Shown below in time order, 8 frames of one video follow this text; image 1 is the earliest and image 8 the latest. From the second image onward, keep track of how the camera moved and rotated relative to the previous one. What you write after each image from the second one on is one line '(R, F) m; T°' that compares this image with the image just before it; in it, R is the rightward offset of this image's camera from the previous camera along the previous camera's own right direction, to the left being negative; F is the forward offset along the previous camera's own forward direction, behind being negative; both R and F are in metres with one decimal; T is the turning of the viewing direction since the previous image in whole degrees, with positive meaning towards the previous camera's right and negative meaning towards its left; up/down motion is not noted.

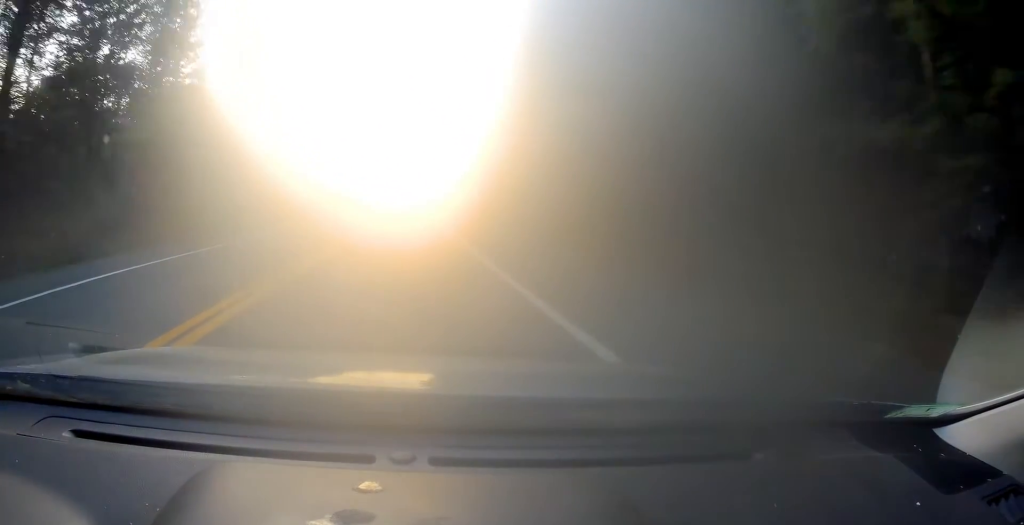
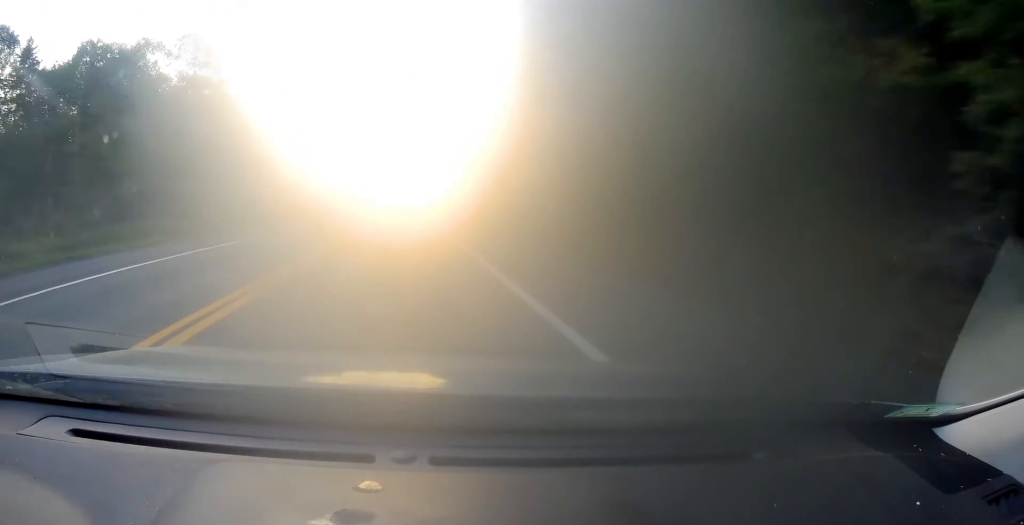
(-0.5, +35.6) m; +1°
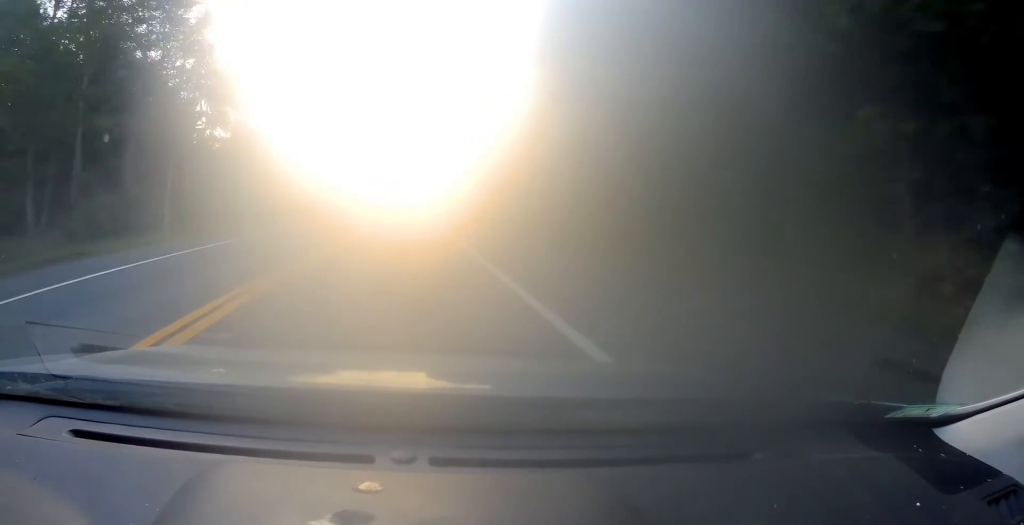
(+1.0, +26.7) m; +1°
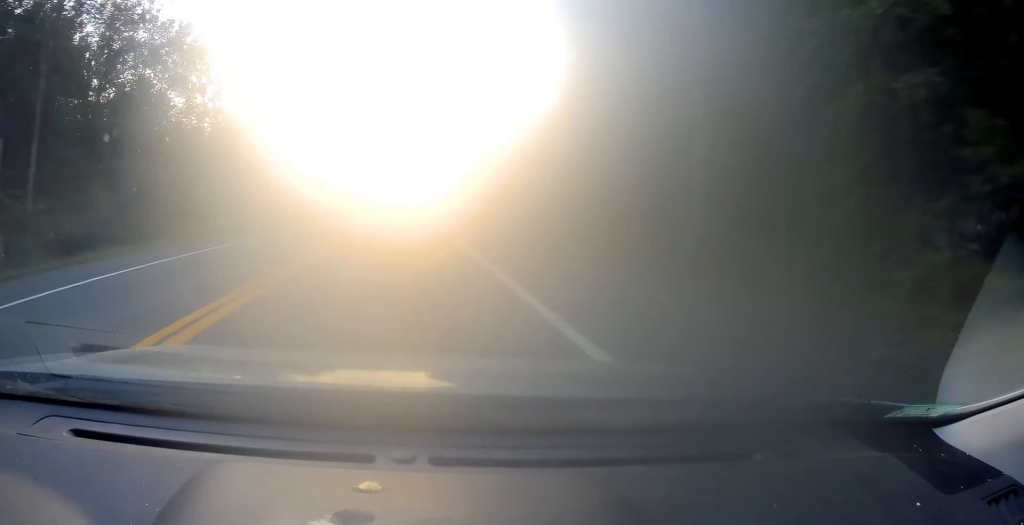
(-0.3, +16.5) m; -1°
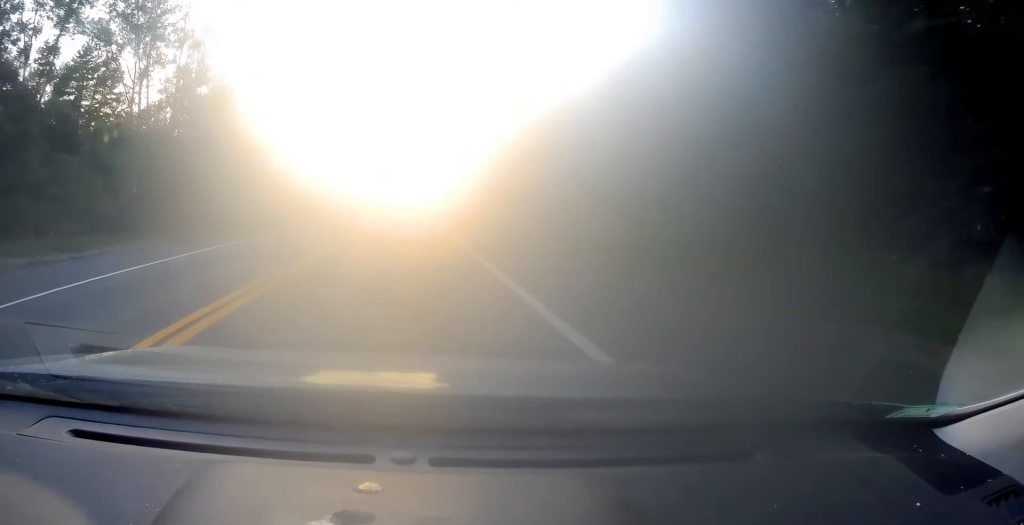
(-0.2, +21.1) m; 0°
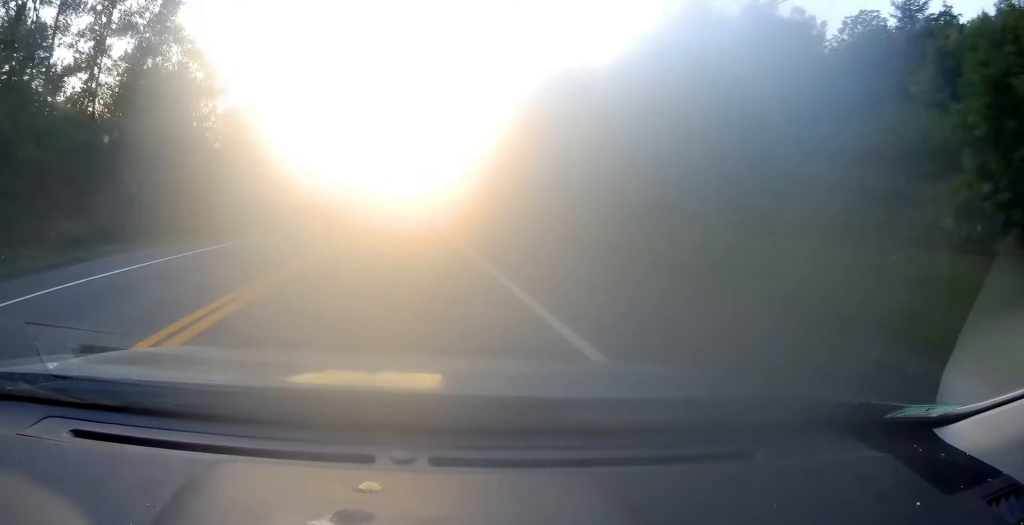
(-0.1, +19.3) m; +1°
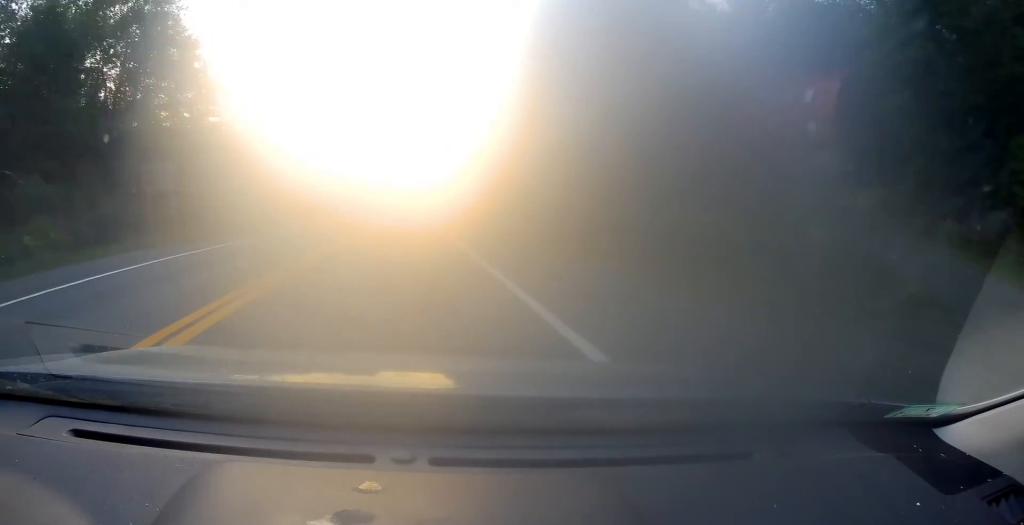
(+0.3, +33.1) m; 0°
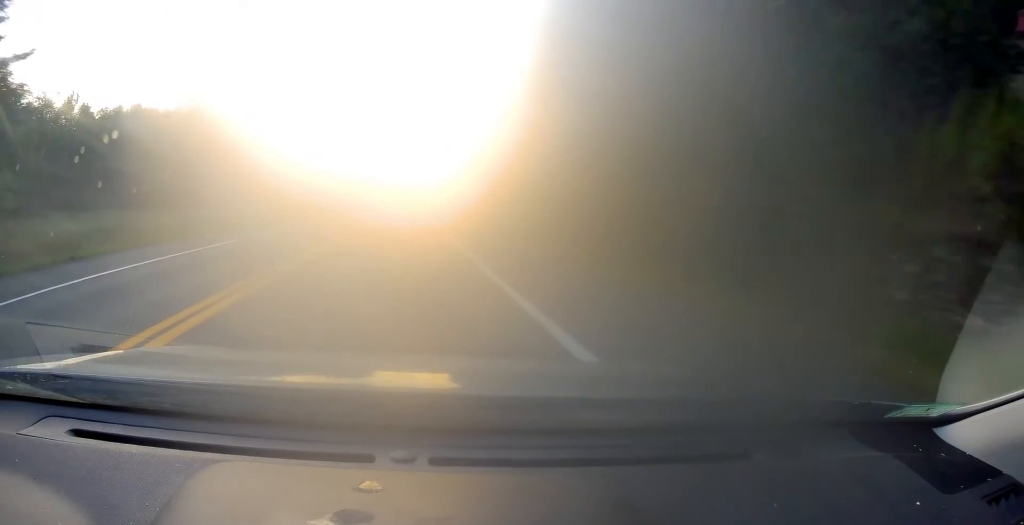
(-0.2, +28.5) m; 0°
